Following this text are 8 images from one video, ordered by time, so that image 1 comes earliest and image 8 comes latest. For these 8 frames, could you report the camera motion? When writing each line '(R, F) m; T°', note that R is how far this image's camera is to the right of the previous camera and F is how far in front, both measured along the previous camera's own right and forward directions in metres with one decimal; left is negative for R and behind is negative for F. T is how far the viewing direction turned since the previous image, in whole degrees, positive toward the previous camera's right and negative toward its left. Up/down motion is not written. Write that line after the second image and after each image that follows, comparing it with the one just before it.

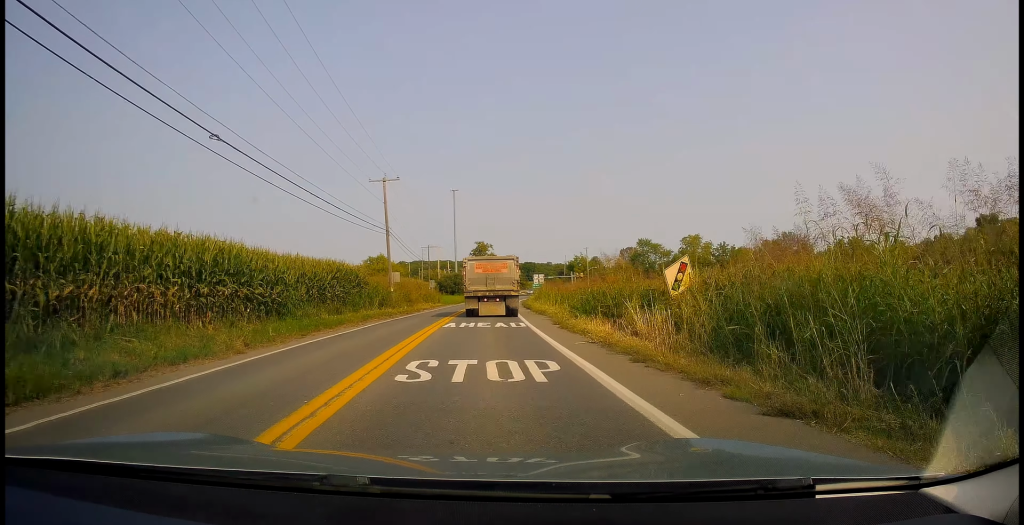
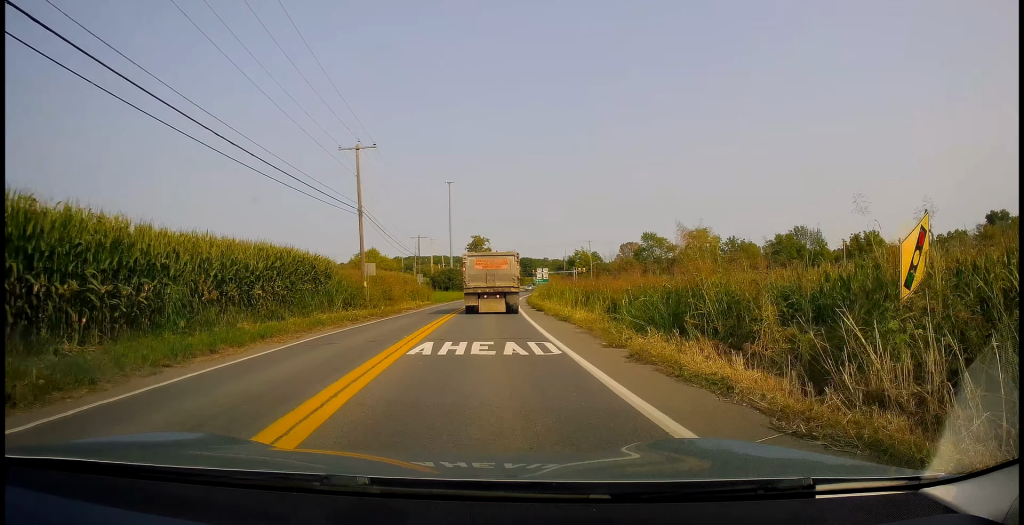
(+0.4, +9.5) m; +1°
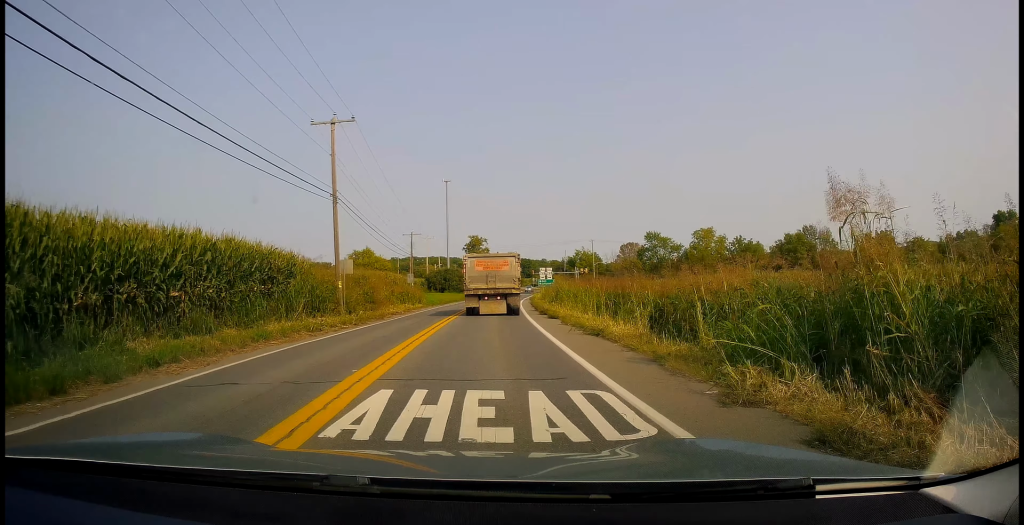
(-0.1, +6.3) m; -3°
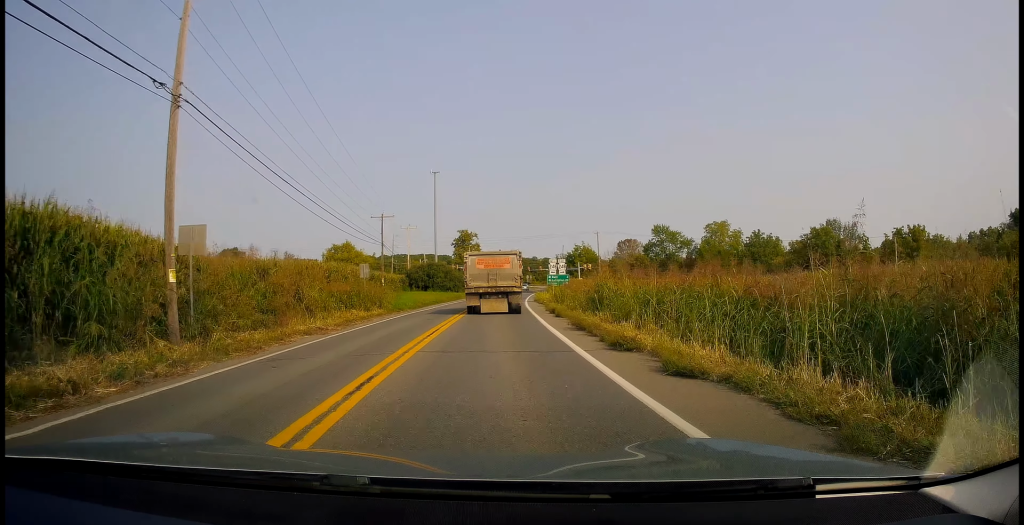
(-0.2, +16.6) m; +4°
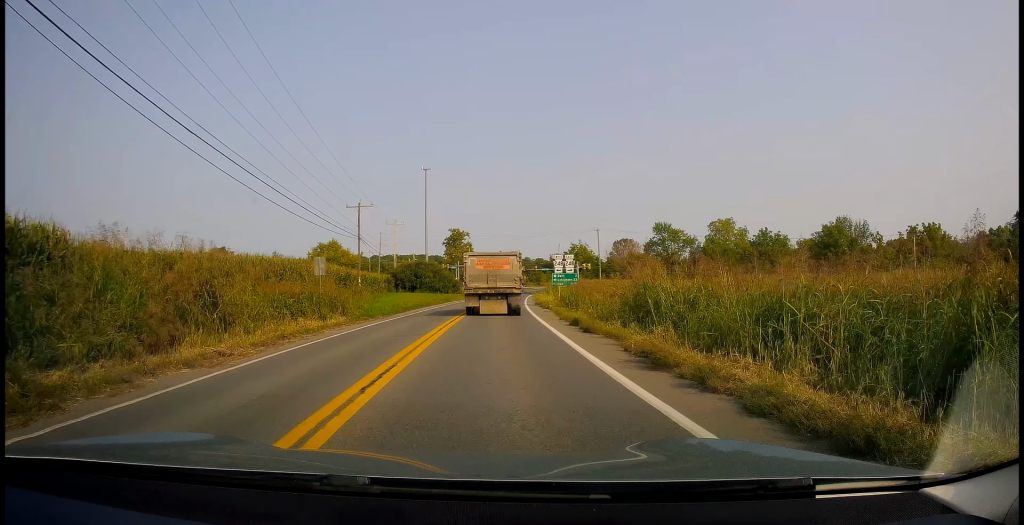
(+0.7, +8.1) m; +2°
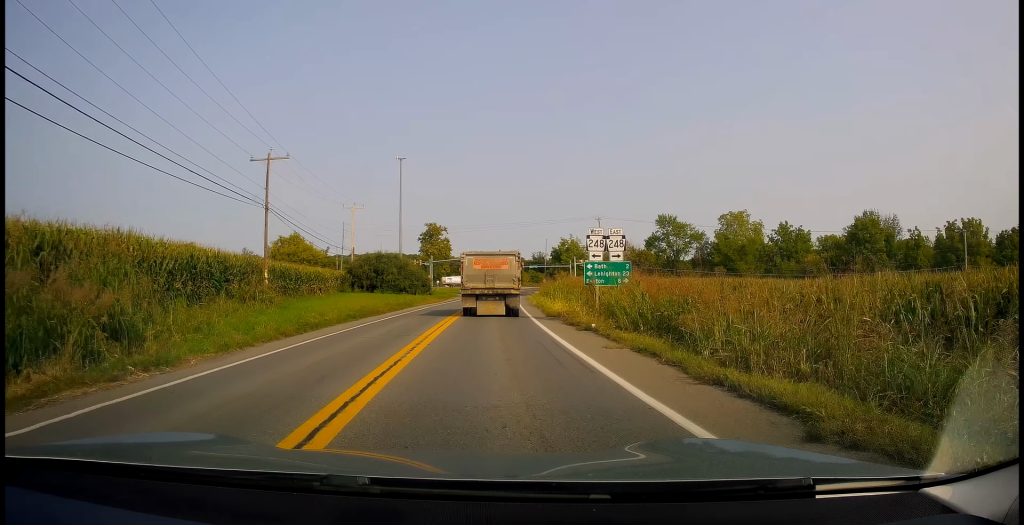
(-0.9, +18.8) m; -1°
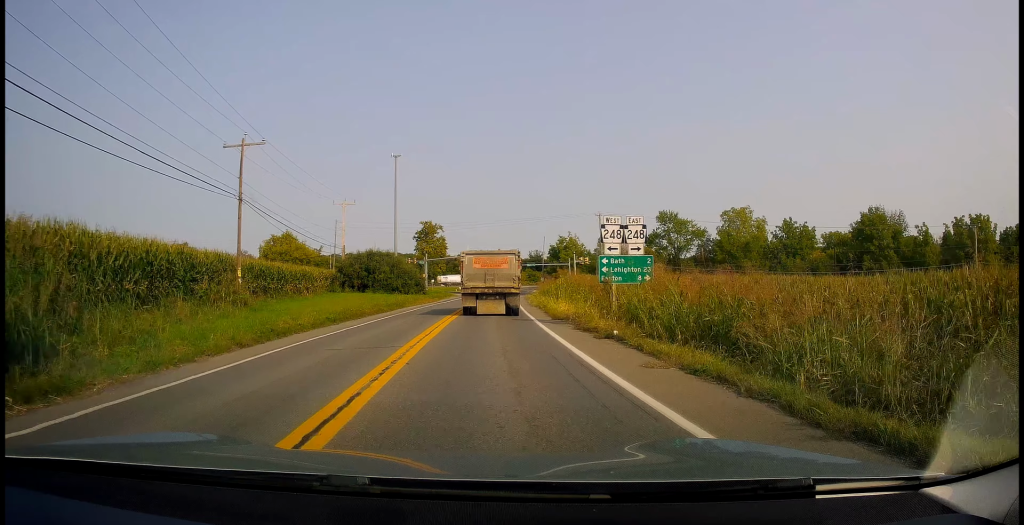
(+0.1, +3.5) m; +1°
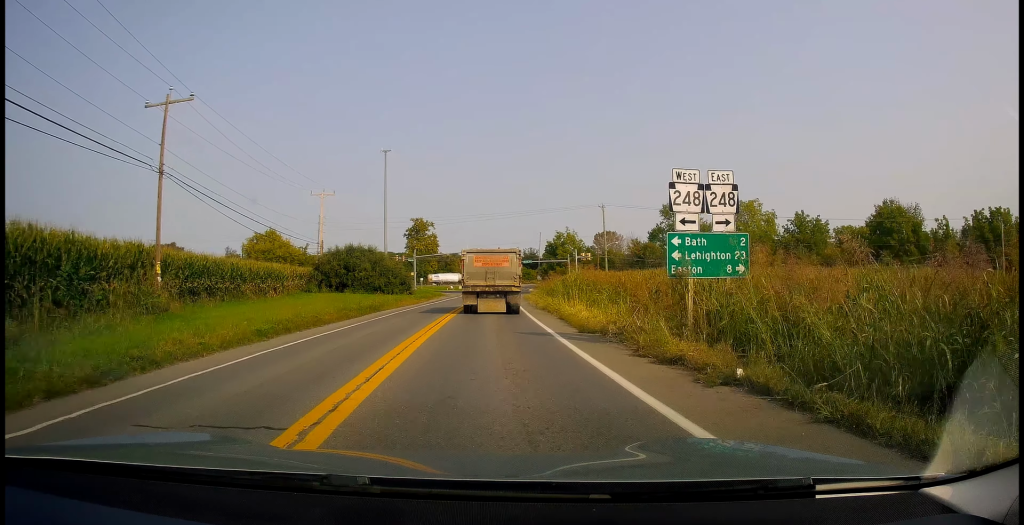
(0.0, +7.3) m; +1°
